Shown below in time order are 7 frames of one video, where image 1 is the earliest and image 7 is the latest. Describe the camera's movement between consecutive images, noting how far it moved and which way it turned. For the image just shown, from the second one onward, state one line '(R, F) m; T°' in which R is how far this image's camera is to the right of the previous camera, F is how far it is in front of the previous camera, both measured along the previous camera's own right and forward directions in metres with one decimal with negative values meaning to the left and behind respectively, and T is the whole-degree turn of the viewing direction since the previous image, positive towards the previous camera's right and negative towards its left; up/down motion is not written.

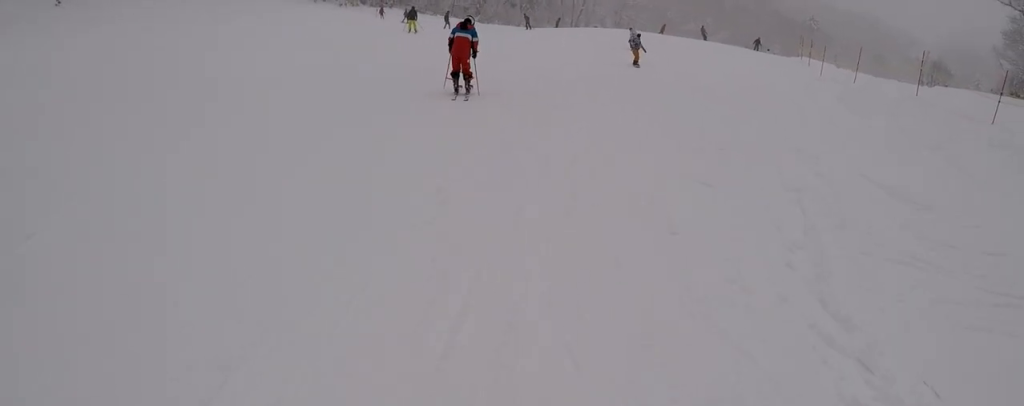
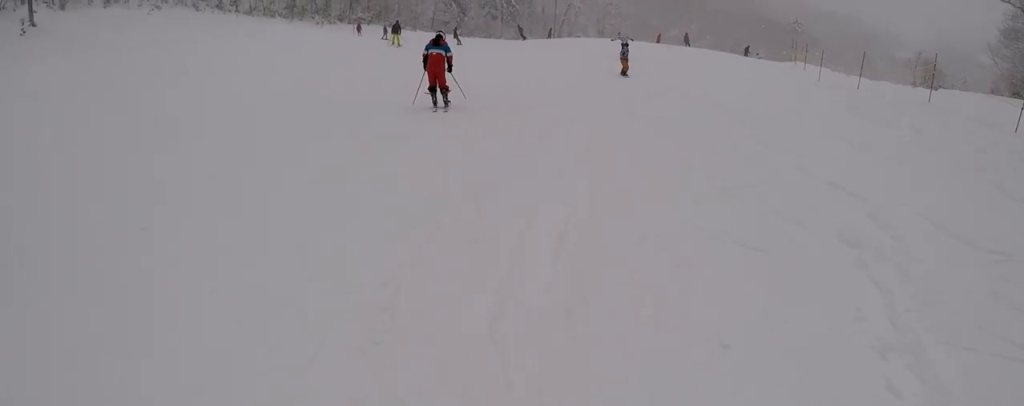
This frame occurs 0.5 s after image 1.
(0.0, +1.8) m; +1°
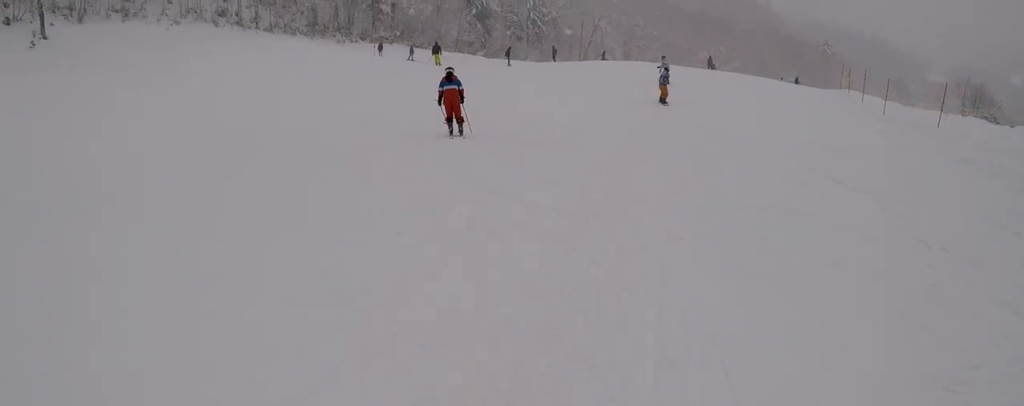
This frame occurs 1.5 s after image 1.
(+0.1, +3.4) m; +10°
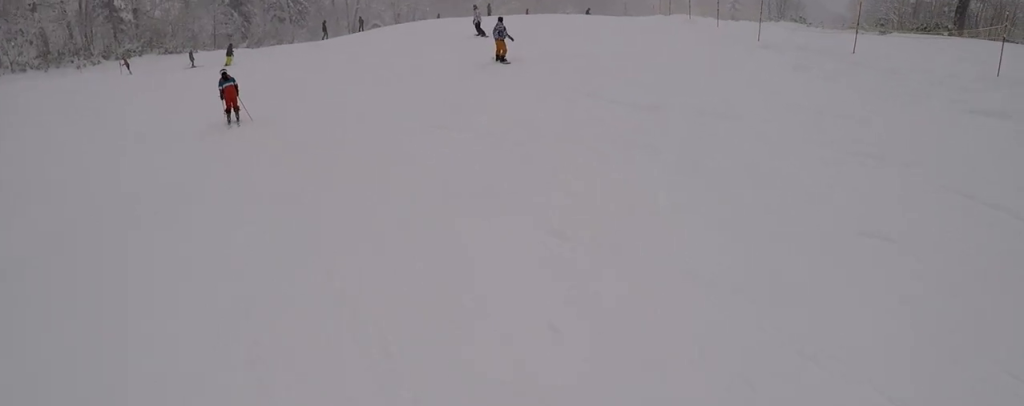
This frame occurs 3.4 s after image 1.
(+1.1, +7.1) m; +6°
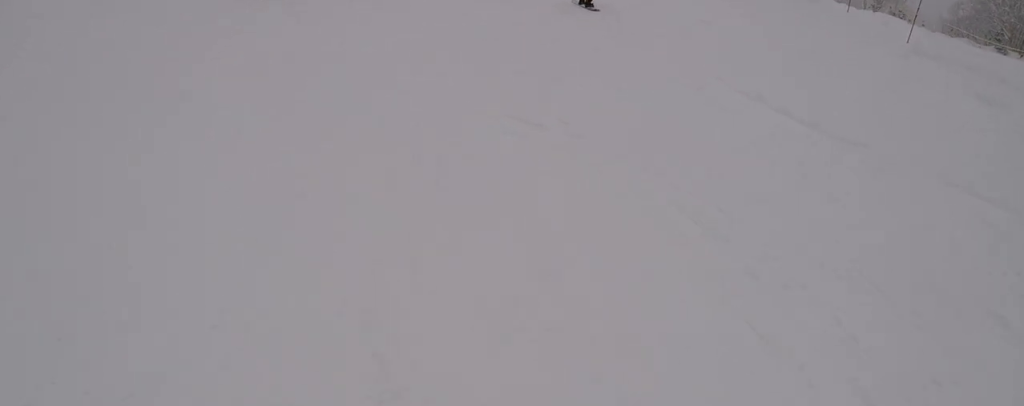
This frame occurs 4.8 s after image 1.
(-0.2, +6.1) m; +6°
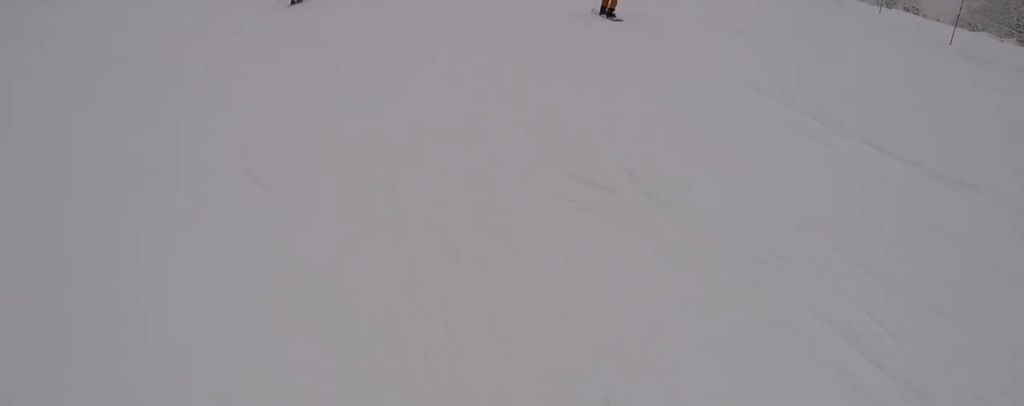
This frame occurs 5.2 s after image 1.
(+0.1, +1.9) m; 0°
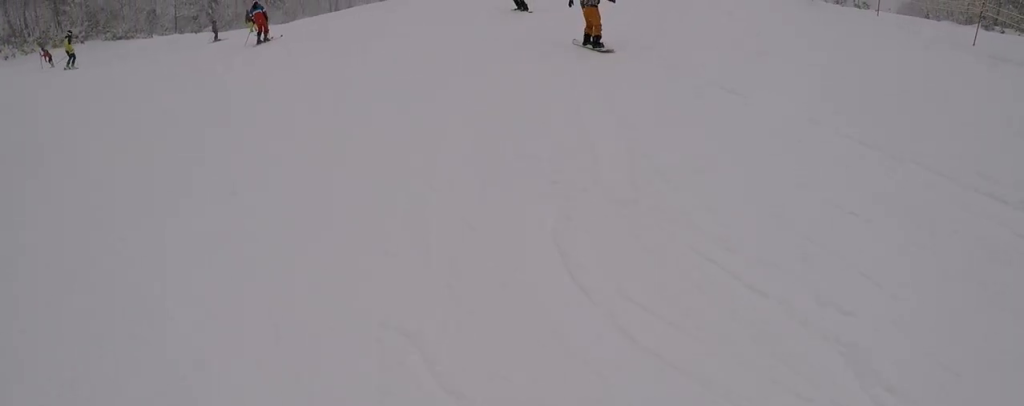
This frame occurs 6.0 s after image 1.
(+0.4, +3.6) m; -8°
